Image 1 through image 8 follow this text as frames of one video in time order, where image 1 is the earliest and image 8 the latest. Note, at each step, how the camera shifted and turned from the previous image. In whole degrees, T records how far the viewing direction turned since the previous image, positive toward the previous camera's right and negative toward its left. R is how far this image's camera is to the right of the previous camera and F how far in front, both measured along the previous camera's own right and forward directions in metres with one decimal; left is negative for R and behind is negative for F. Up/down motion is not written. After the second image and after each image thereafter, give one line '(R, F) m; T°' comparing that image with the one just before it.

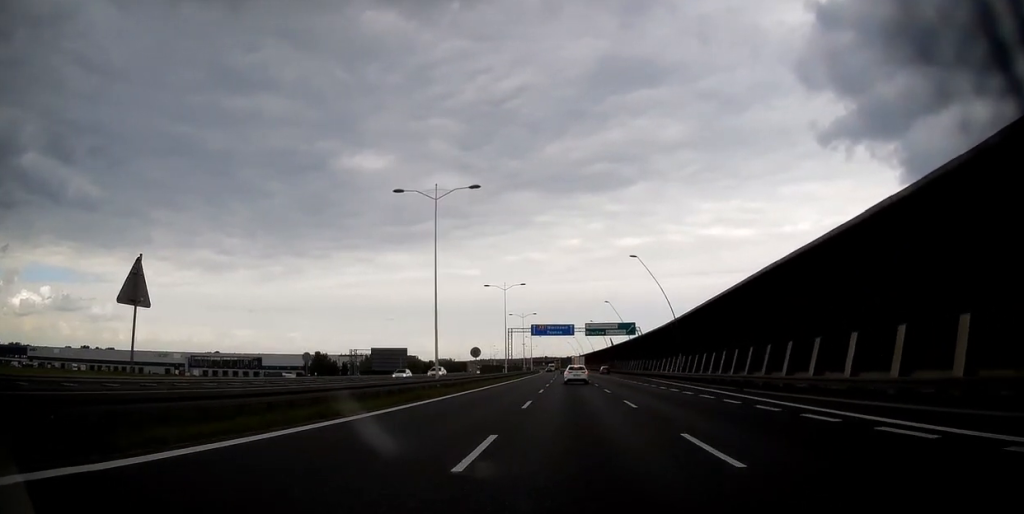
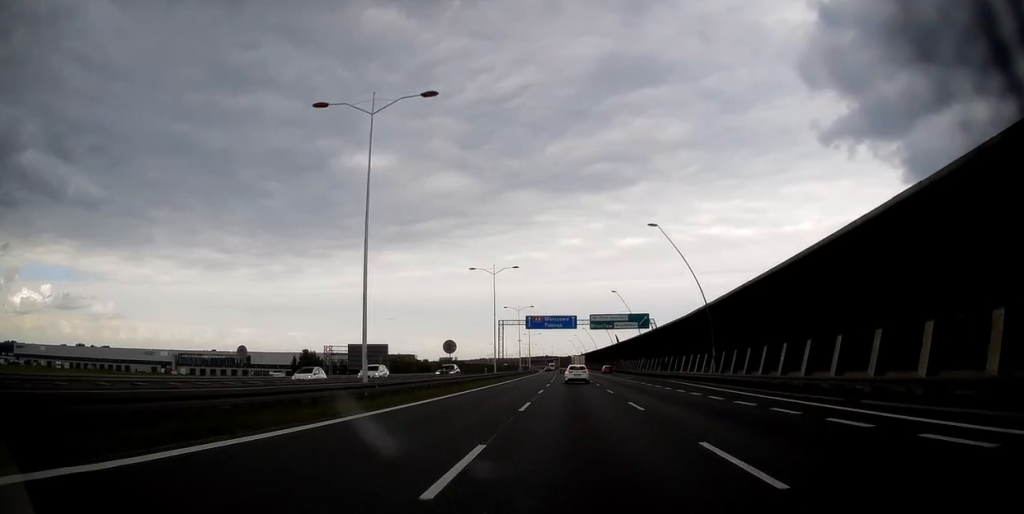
(0.0, +13.6) m; 0°
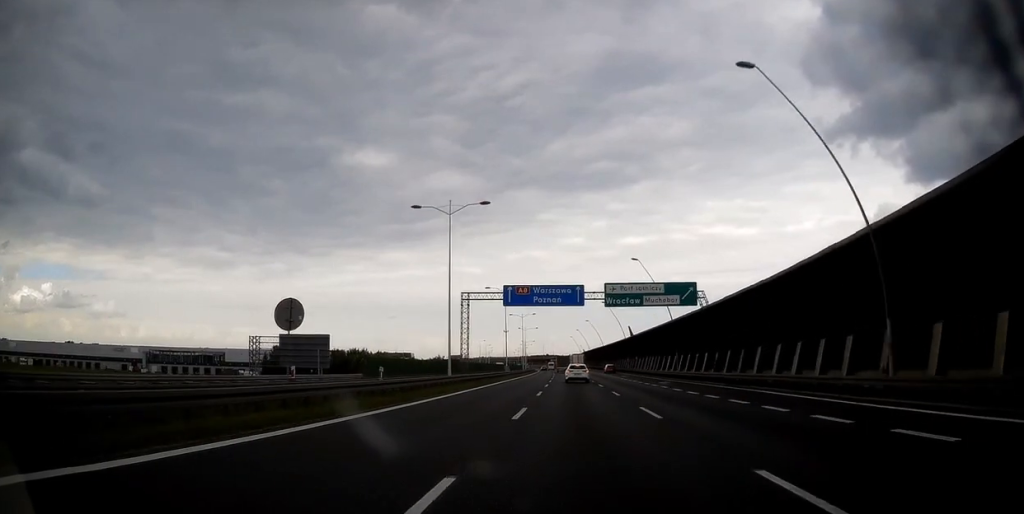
(0.0, +27.2) m; 0°
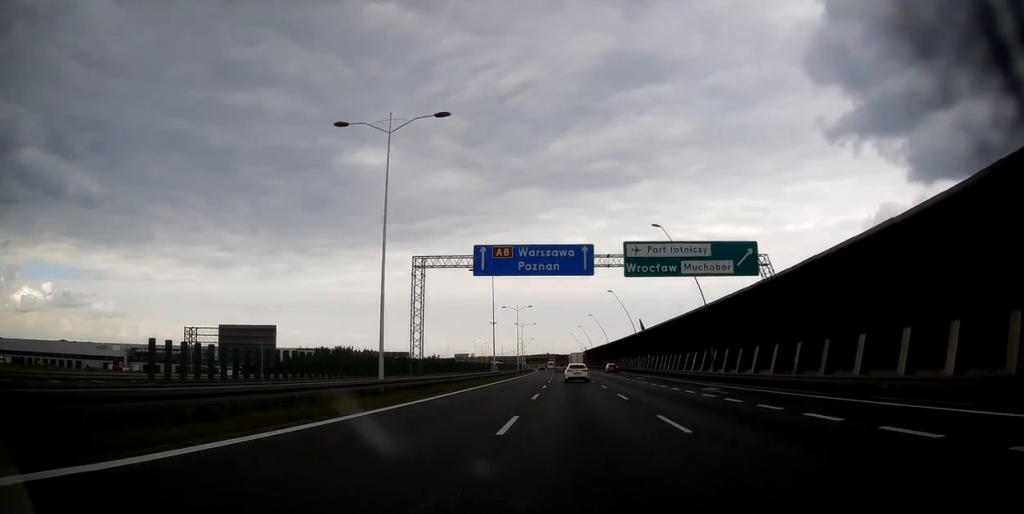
(-0.1, +15.6) m; 0°
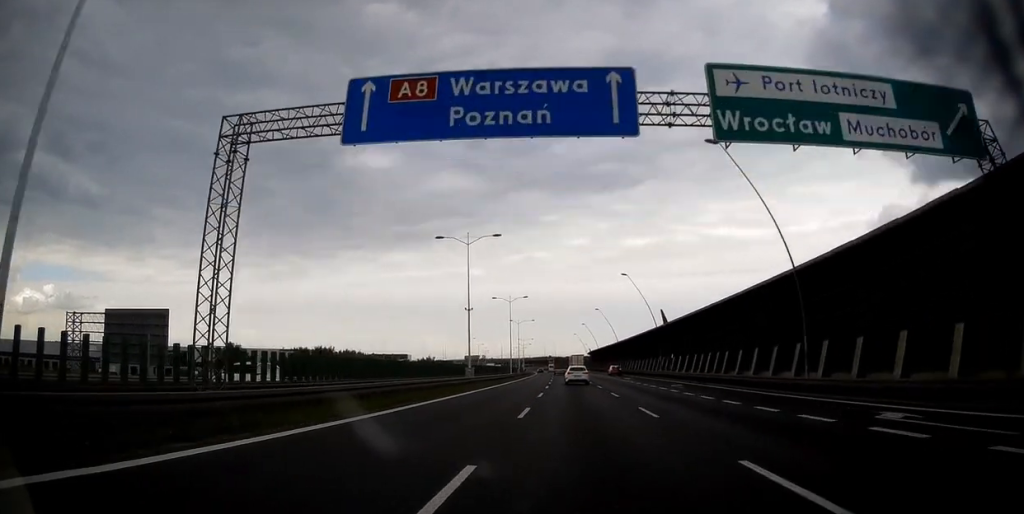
(-0.1, +19.8) m; 0°
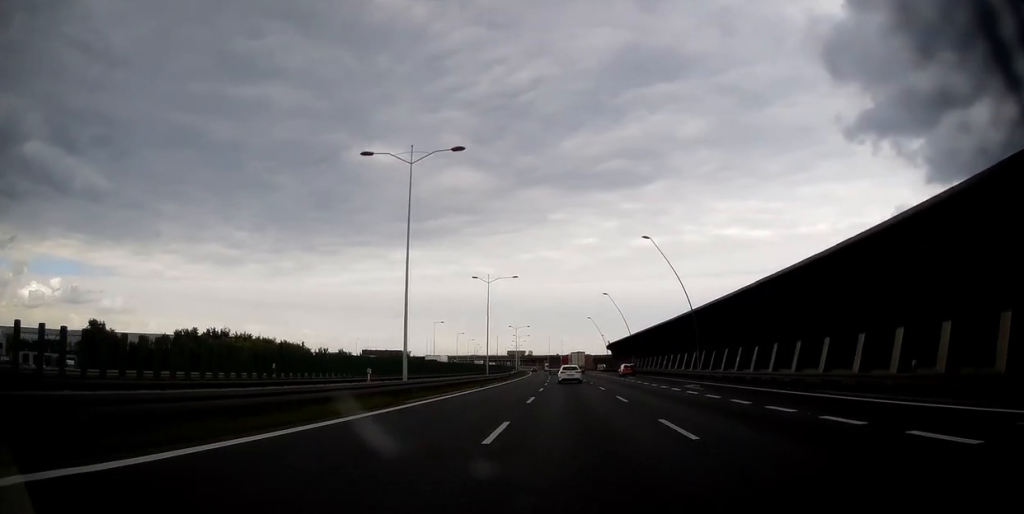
(-0.2, +66.3) m; -1°
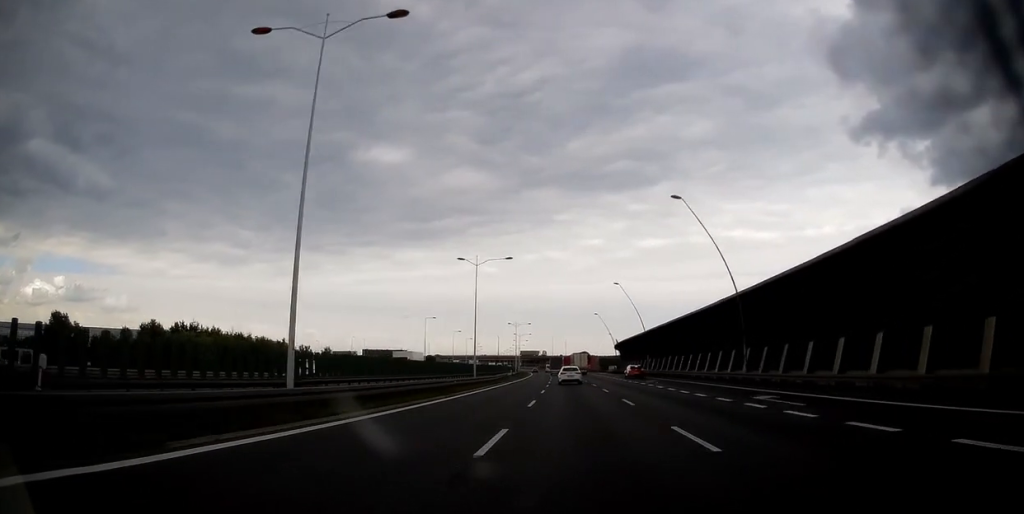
(0.0, +13.4) m; 0°
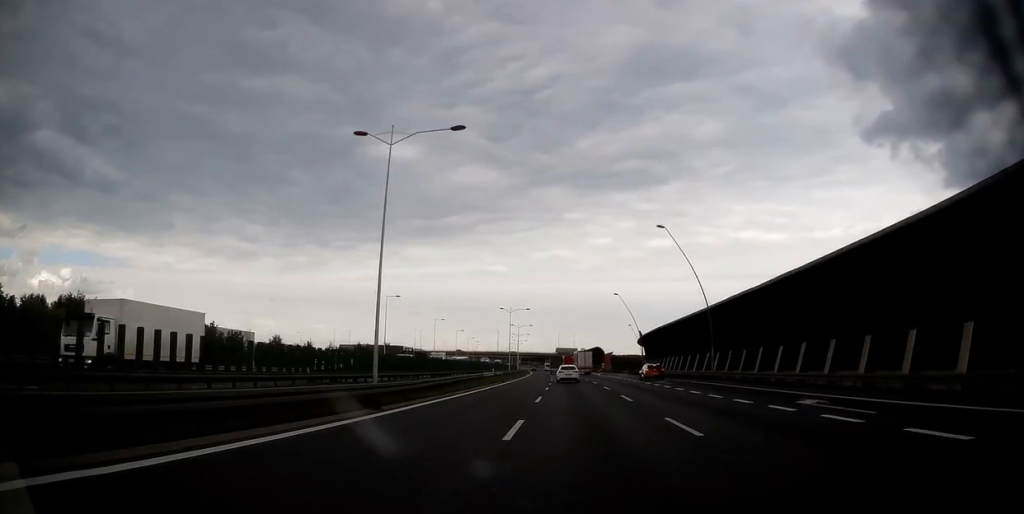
(-0.2, +34.1) m; -1°
